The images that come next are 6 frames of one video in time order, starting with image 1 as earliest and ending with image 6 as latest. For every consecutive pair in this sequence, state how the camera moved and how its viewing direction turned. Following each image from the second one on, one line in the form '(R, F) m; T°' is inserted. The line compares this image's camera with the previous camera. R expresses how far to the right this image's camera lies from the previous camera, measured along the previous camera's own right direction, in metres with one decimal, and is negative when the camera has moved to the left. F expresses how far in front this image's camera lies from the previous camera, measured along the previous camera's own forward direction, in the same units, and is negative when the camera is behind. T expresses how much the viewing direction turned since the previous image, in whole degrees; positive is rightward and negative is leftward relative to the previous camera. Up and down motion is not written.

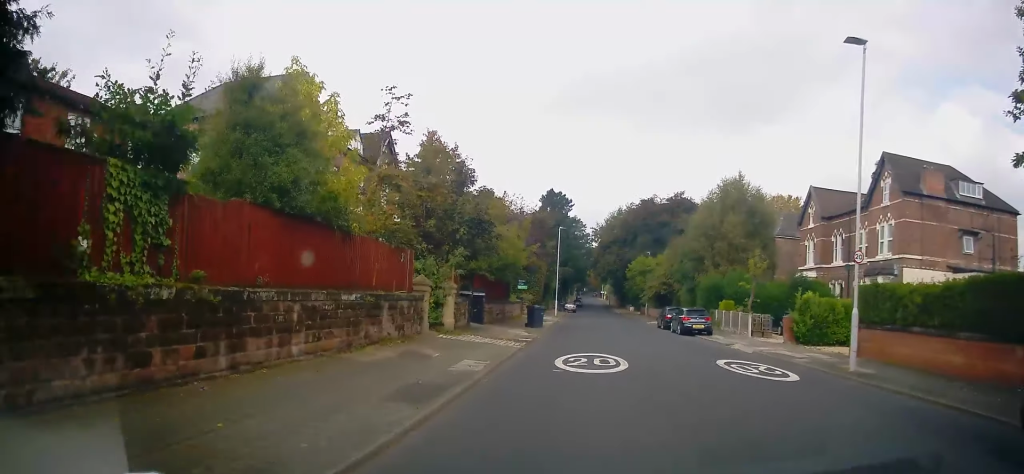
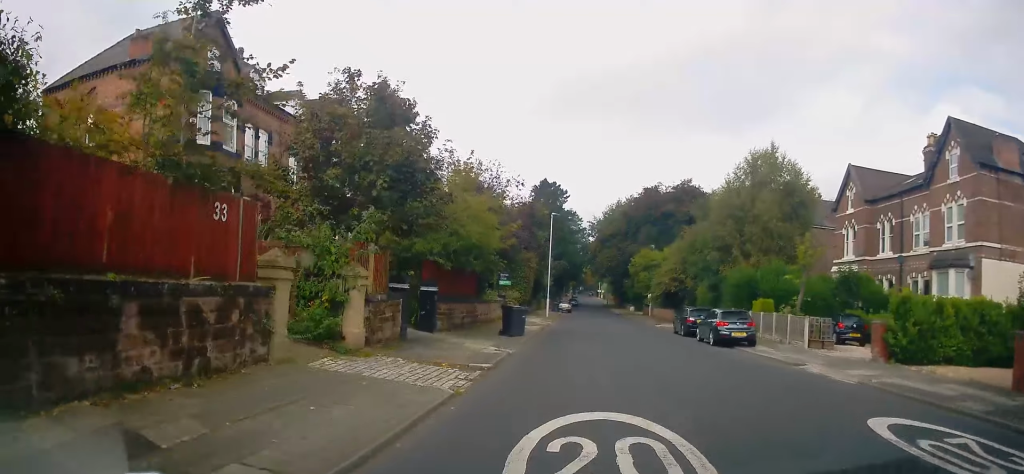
(+0.1, +8.4) m; +1°
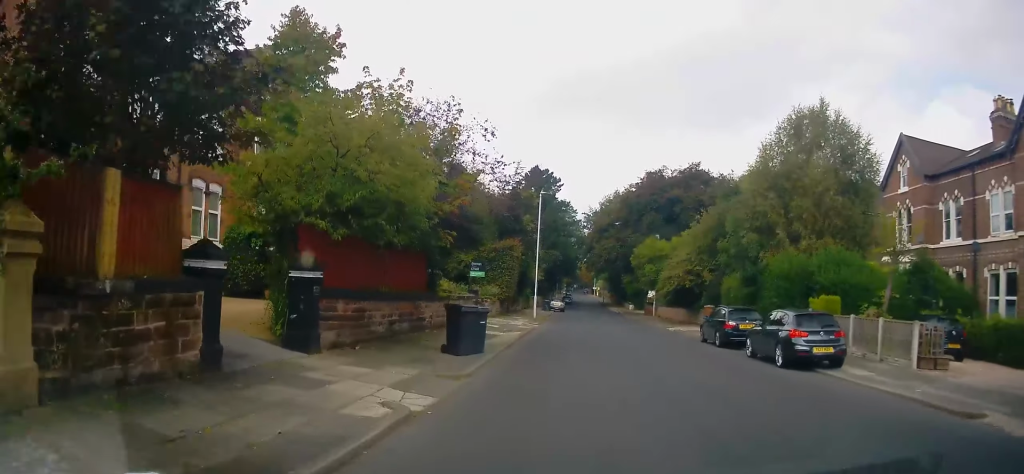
(+0.1, +8.3) m; -2°
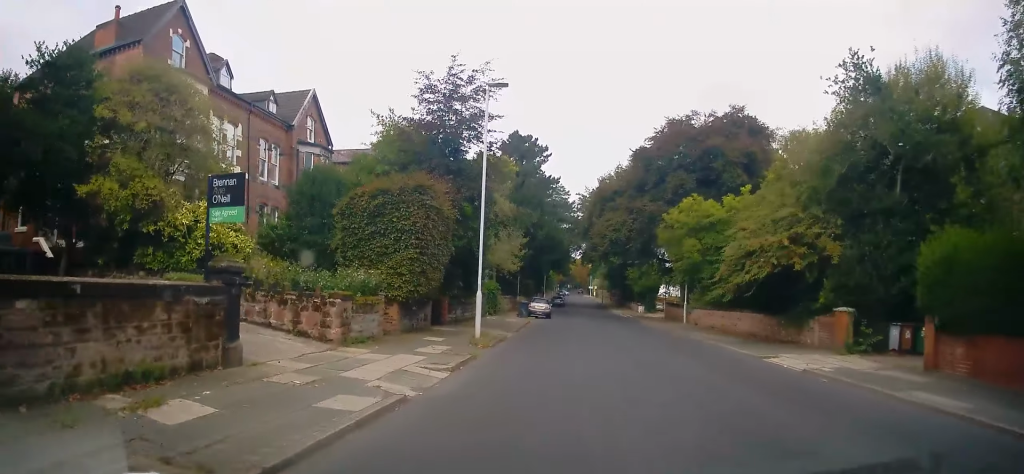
(0.0, +20.5) m; +2°
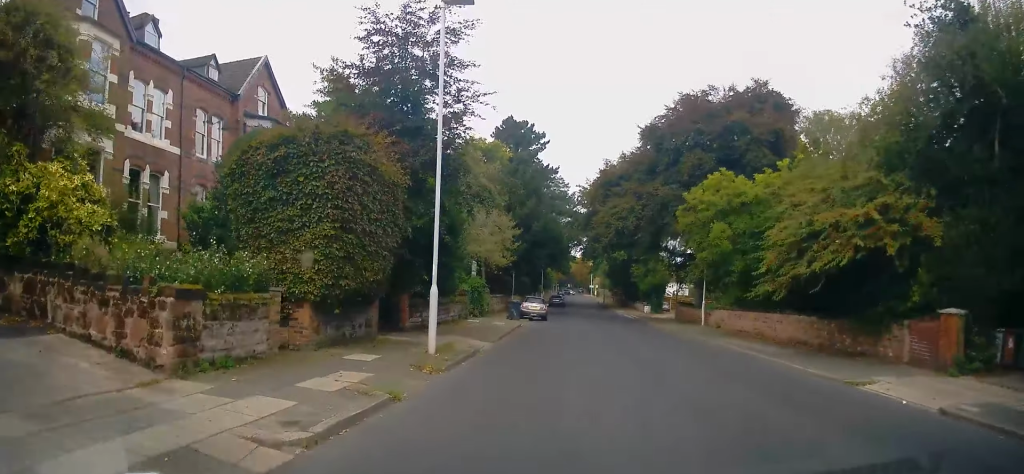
(-0.1, +5.9) m; 0°
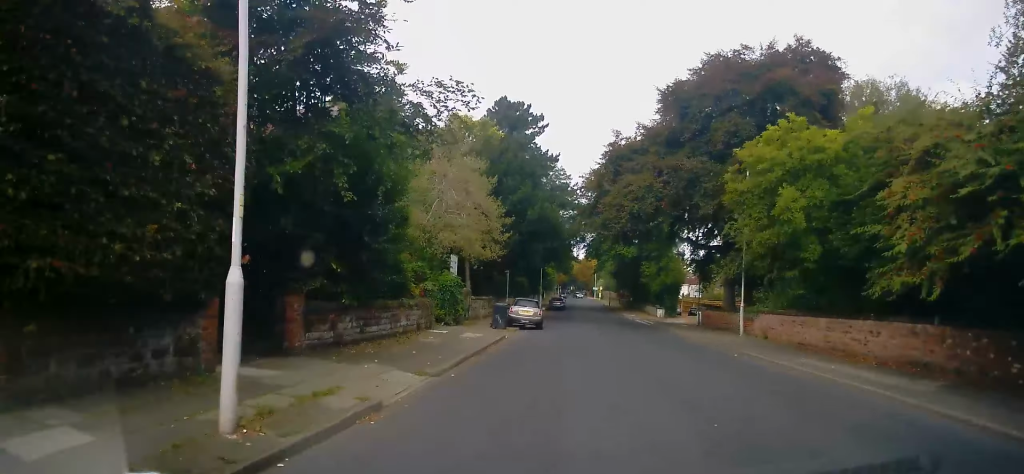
(+0.2, +7.7) m; +1°
